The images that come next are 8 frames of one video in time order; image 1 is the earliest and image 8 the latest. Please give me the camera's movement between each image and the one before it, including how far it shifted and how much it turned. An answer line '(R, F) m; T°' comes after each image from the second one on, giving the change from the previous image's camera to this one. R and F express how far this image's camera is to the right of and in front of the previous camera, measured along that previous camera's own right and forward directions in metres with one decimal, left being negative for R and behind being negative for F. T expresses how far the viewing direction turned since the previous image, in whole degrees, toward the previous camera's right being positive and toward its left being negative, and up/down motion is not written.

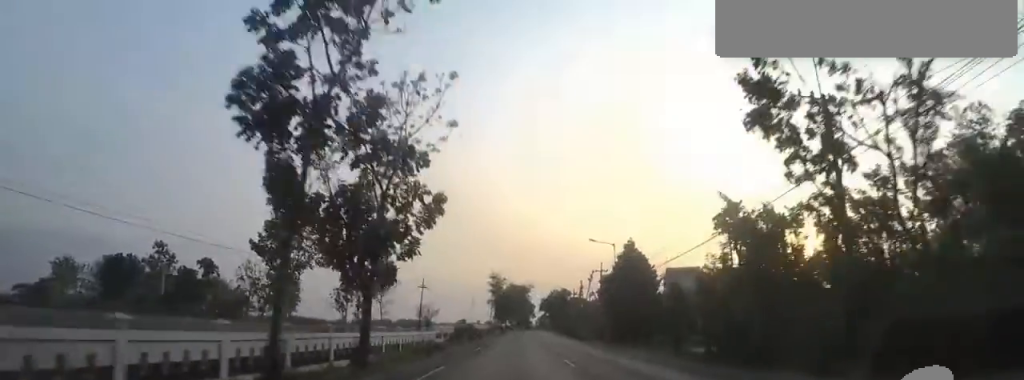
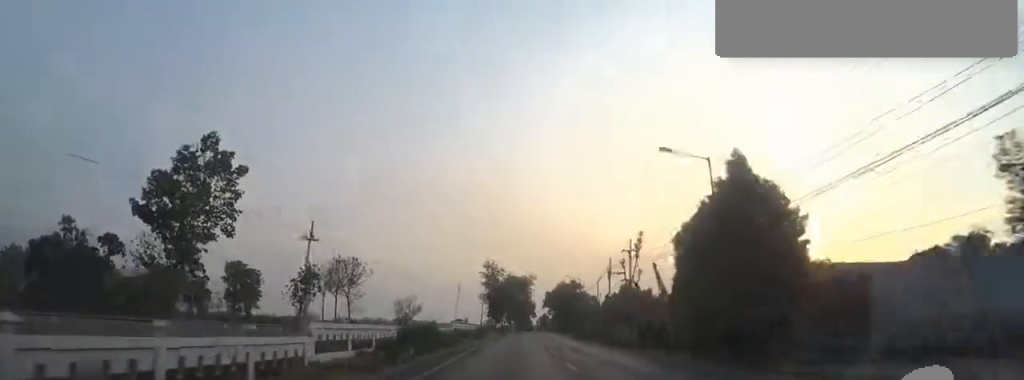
(+0.1, +19.8) m; +1°
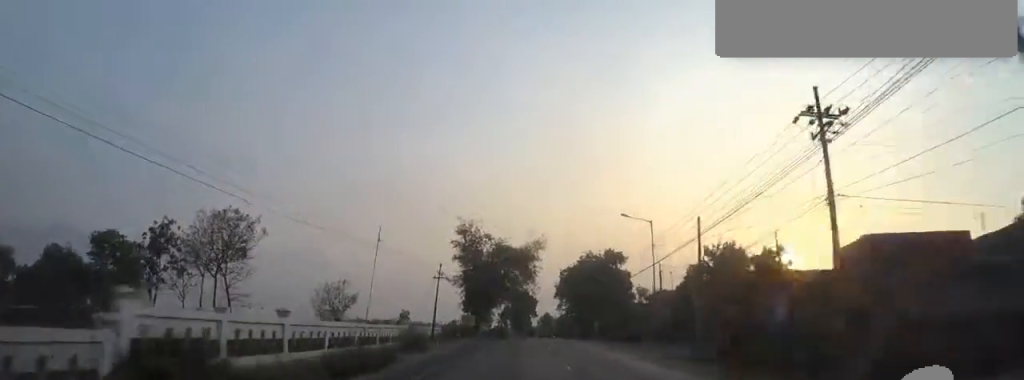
(+0.3, +36.2) m; 0°
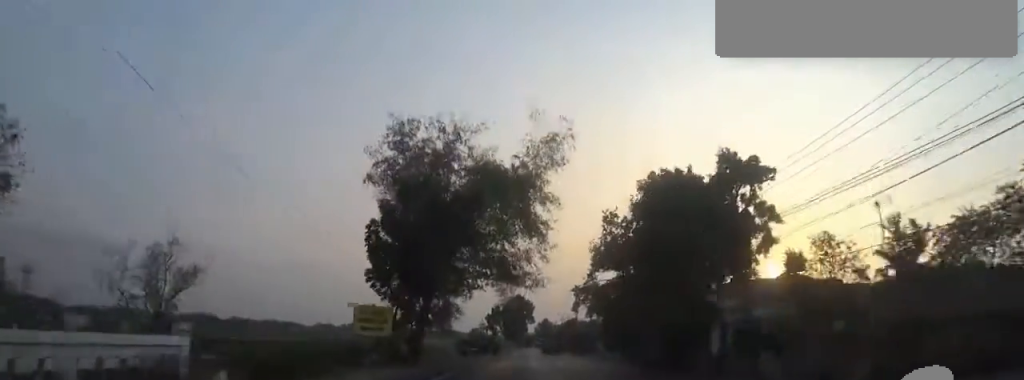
(-0.5, +29.4) m; -1°
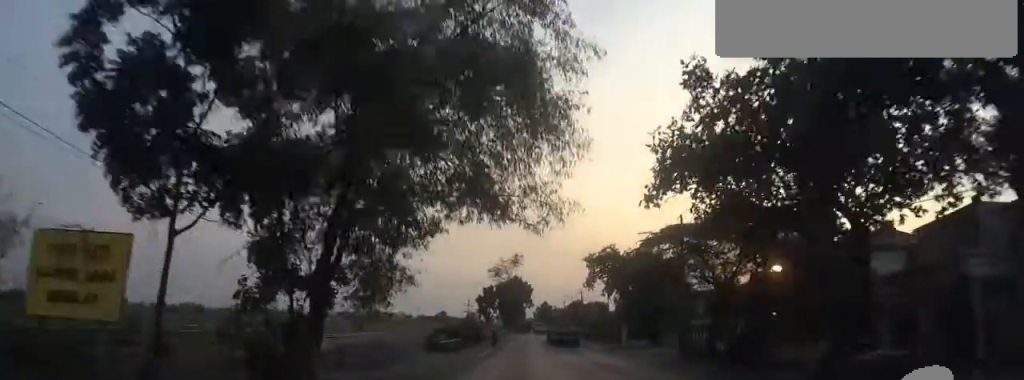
(-0.2, +13.2) m; +1°
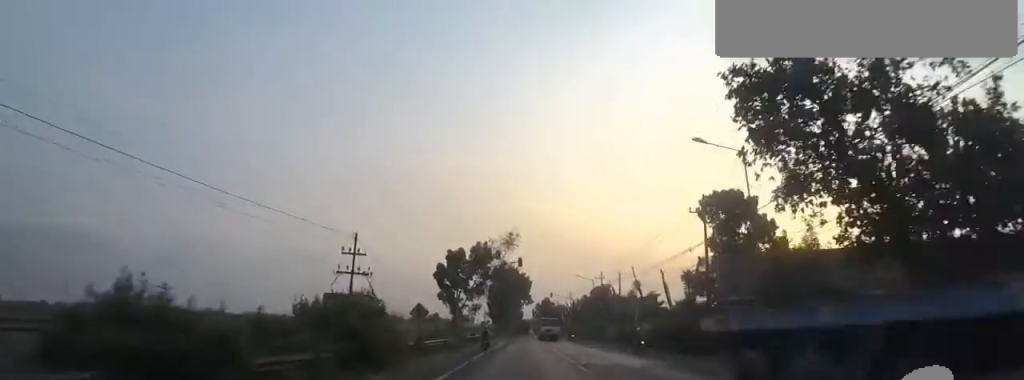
(+1.3, +32.7) m; +2°
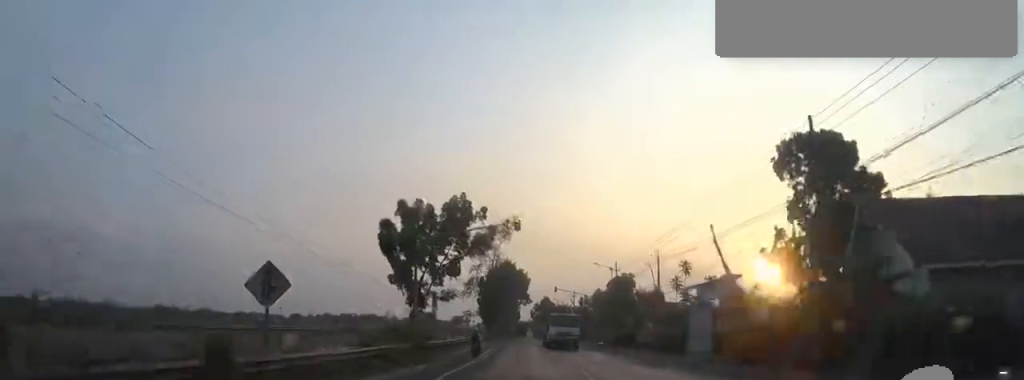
(0.0, +14.2) m; 0°
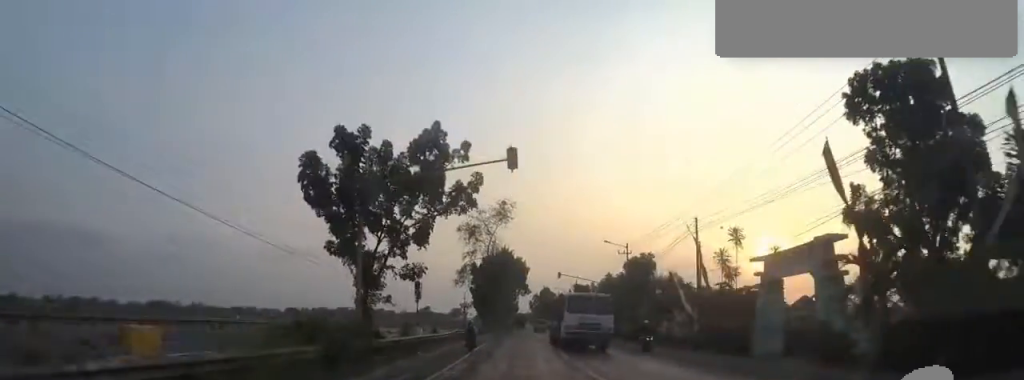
(0.0, +7.9) m; 0°
